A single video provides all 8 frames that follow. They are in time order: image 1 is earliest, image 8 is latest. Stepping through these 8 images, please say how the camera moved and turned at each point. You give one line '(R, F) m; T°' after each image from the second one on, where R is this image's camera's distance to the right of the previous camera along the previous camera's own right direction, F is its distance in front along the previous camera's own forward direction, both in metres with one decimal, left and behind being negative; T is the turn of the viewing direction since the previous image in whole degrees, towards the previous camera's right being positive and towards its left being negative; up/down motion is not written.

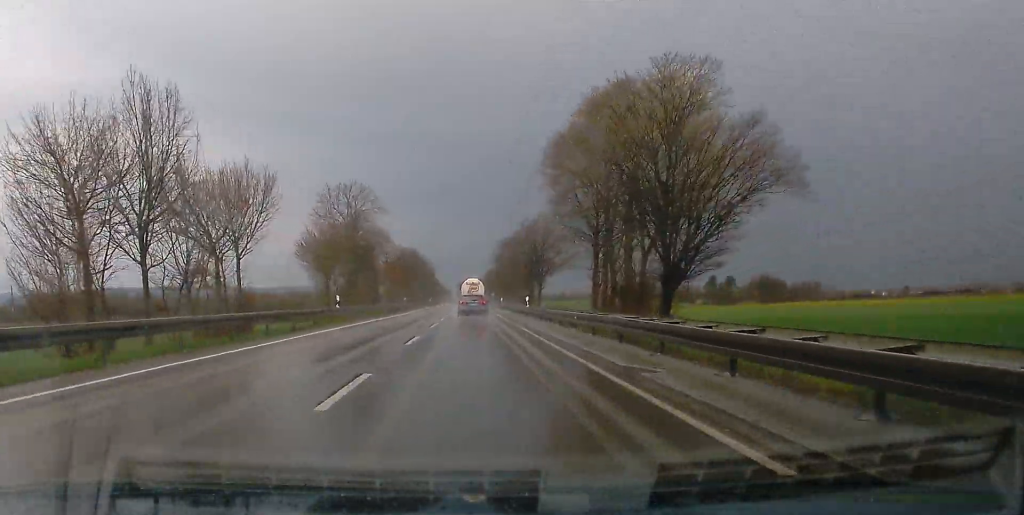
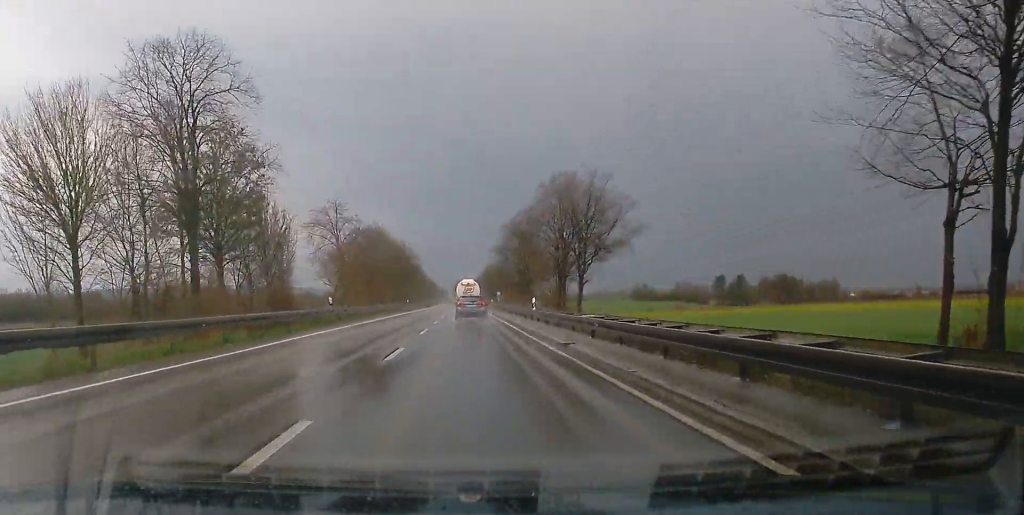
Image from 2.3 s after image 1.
(-0.4, +39.6) m; -1°
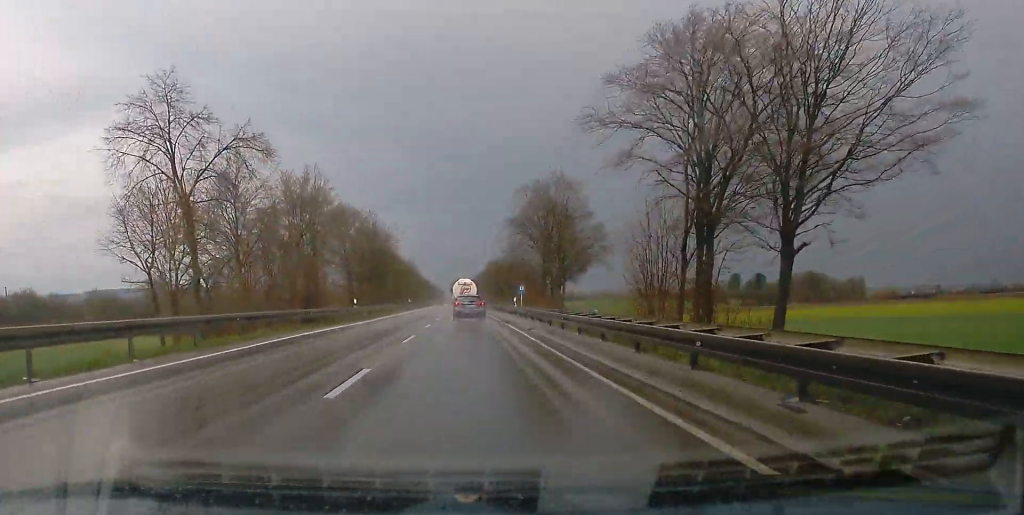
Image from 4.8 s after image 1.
(-0.1, +42.2) m; 0°
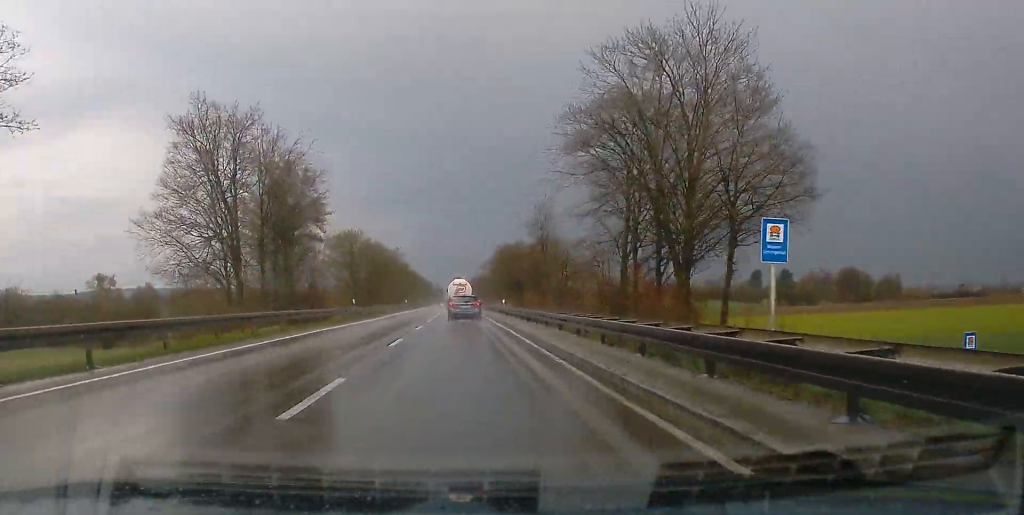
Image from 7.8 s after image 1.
(+0.6, +50.0) m; +1°
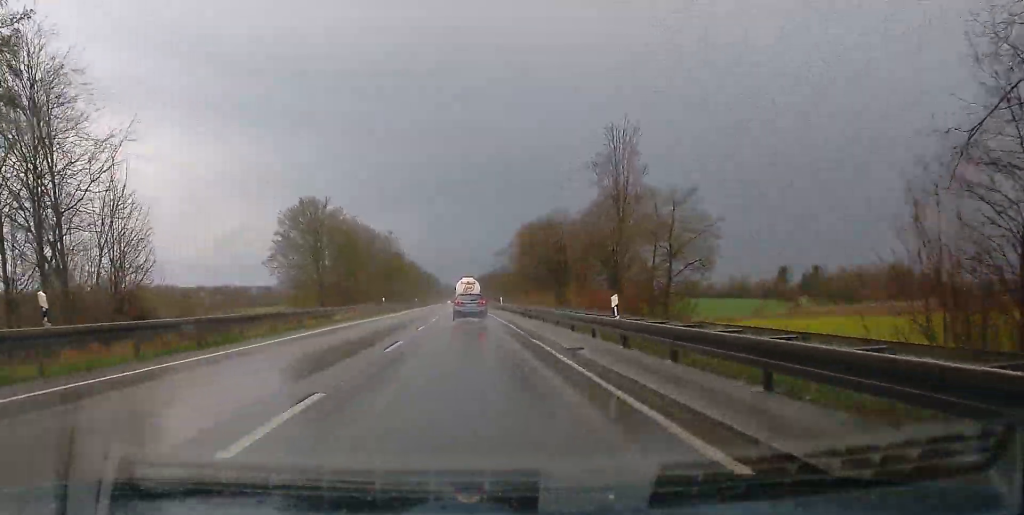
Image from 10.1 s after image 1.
(-0.1, +38.1) m; 0°
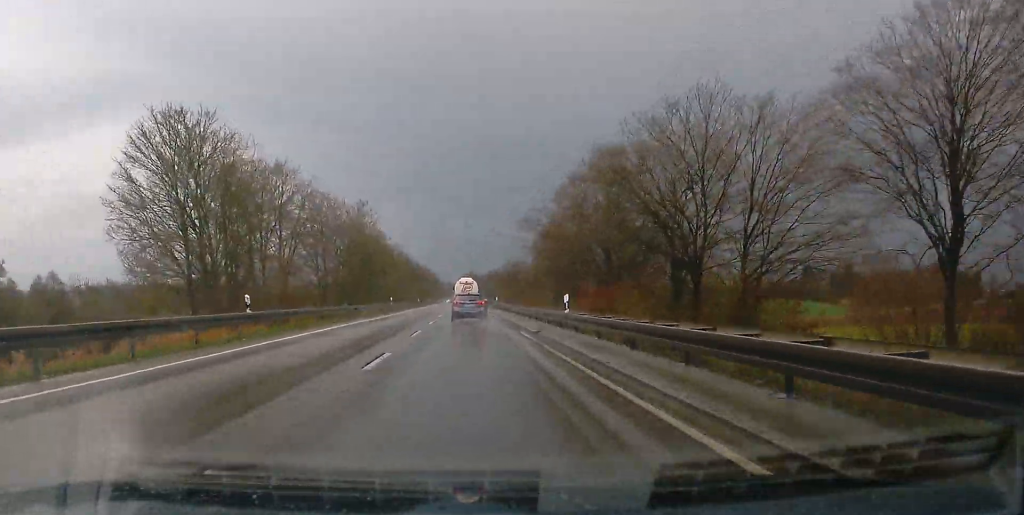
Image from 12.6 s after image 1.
(+0.1, +40.3) m; -1°
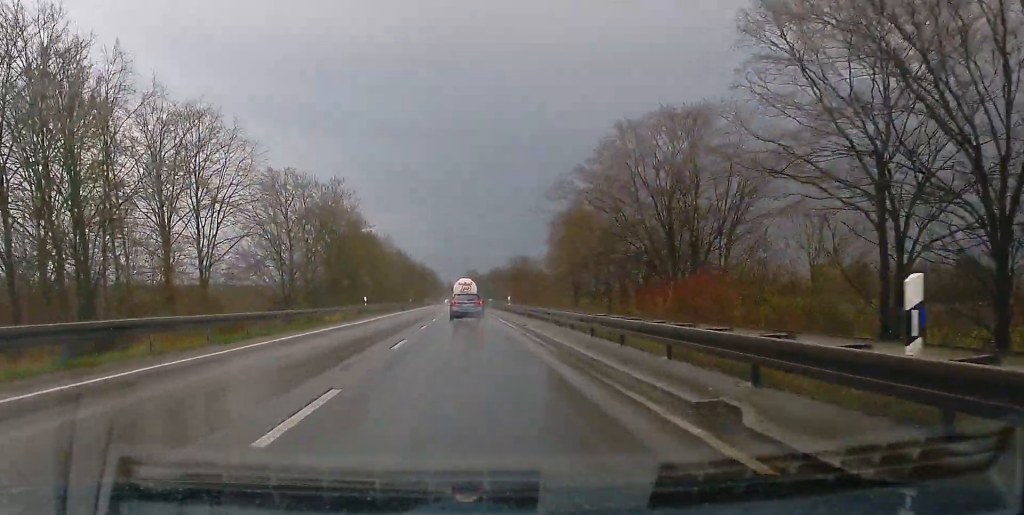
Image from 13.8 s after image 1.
(-0.4, +18.8) m; 0°
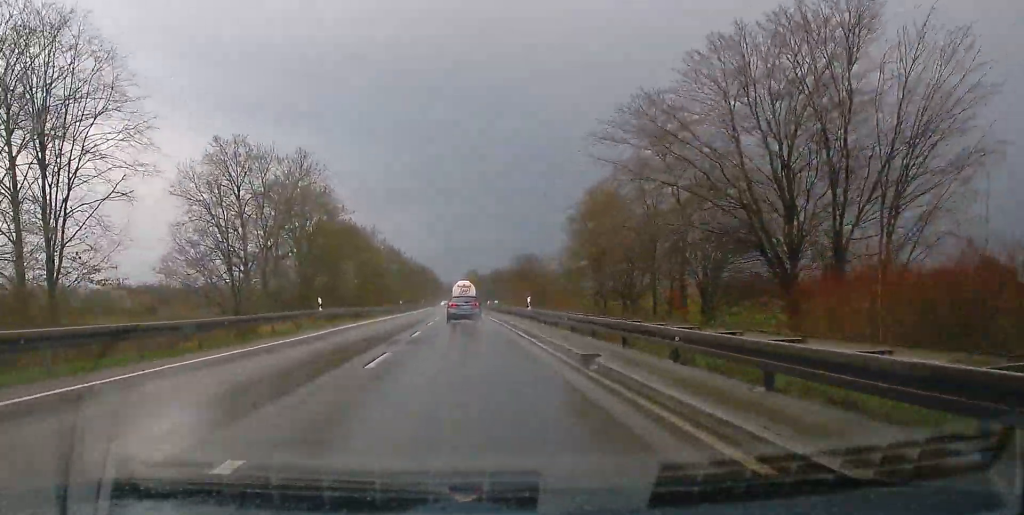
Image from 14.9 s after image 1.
(-0.4, +16.4) m; 0°
